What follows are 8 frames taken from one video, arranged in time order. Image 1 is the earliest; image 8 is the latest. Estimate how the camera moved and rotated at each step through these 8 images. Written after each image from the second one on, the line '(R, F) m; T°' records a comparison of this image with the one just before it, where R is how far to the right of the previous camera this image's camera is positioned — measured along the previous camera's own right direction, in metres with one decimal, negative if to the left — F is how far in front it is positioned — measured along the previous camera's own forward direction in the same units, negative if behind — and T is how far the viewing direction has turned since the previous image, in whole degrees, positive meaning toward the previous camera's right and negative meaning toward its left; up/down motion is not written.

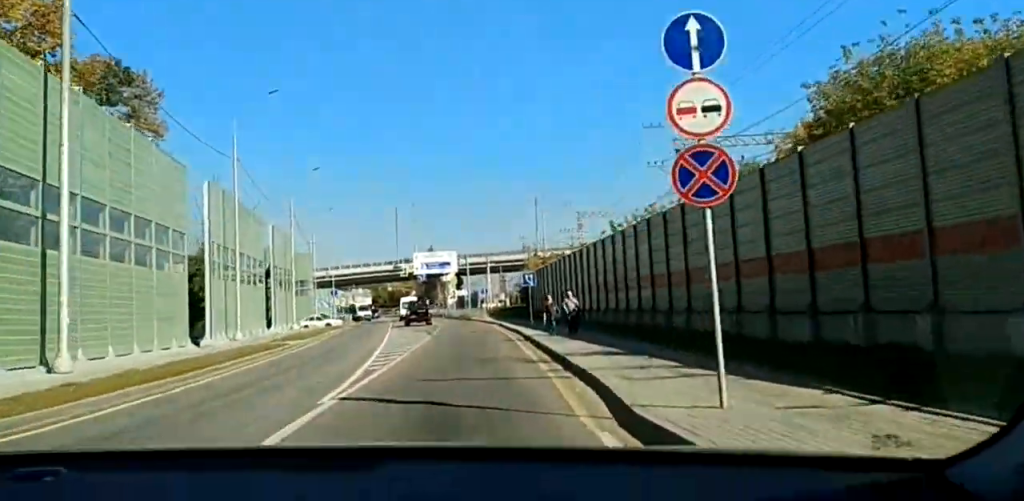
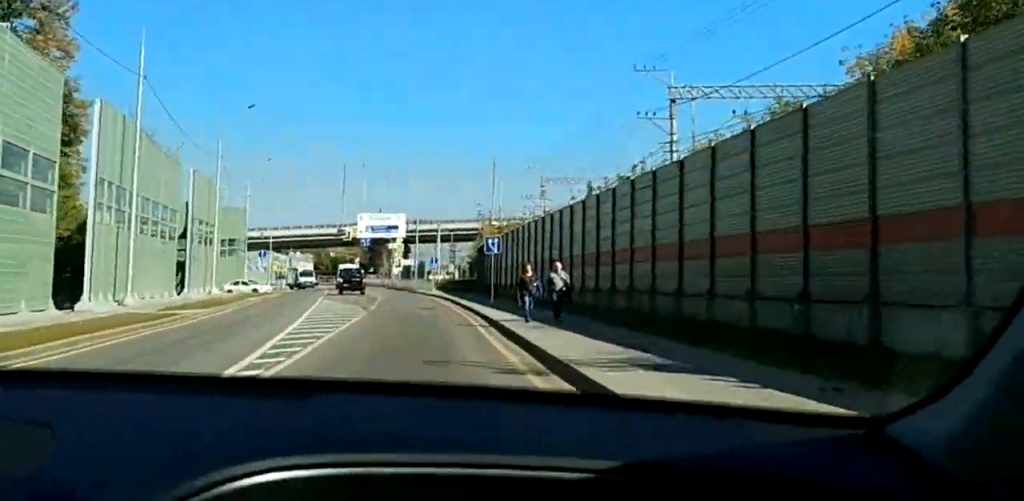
(-0.1, +9.2) m; -1°
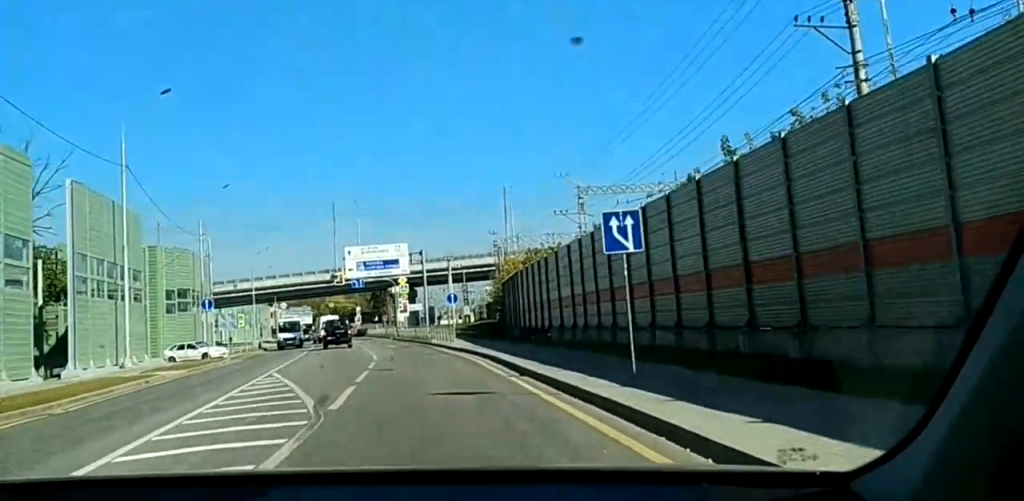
(-0.3, +24.0) m; -1°
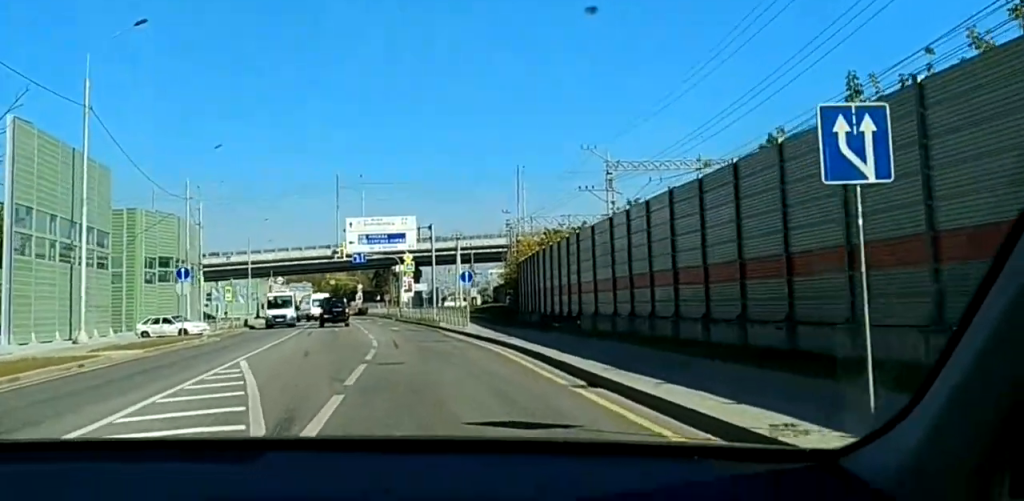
(-0.2, +8.4) m; -1°
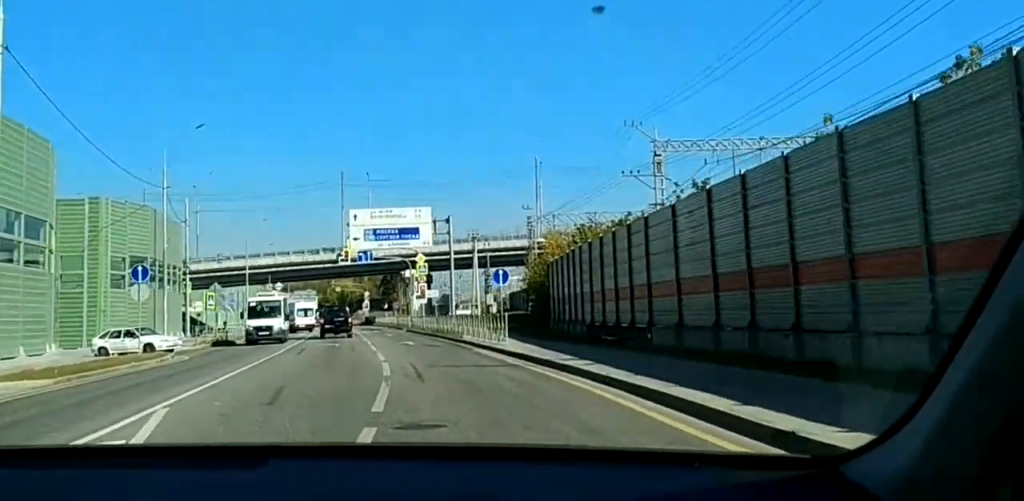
(-0.2, +11.7) m; 0°
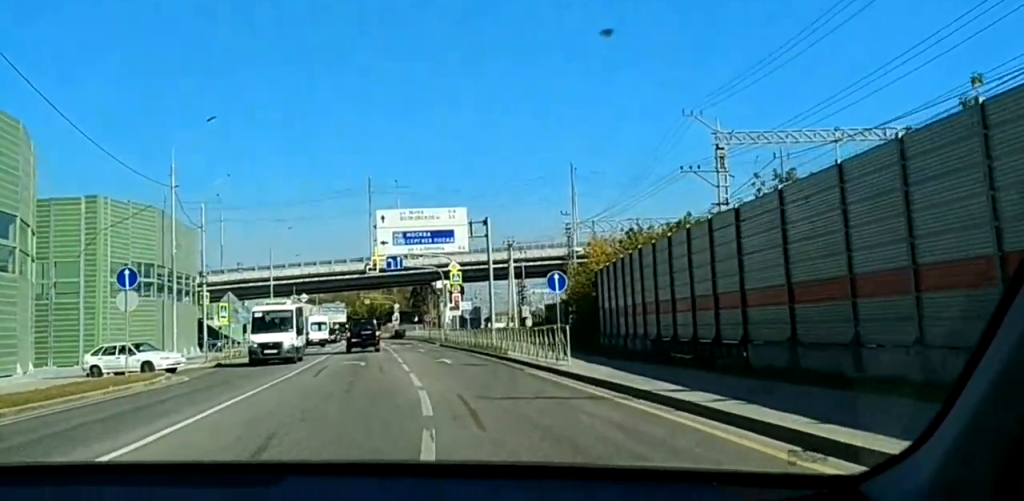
(-0.1, +7.2) m; +1°
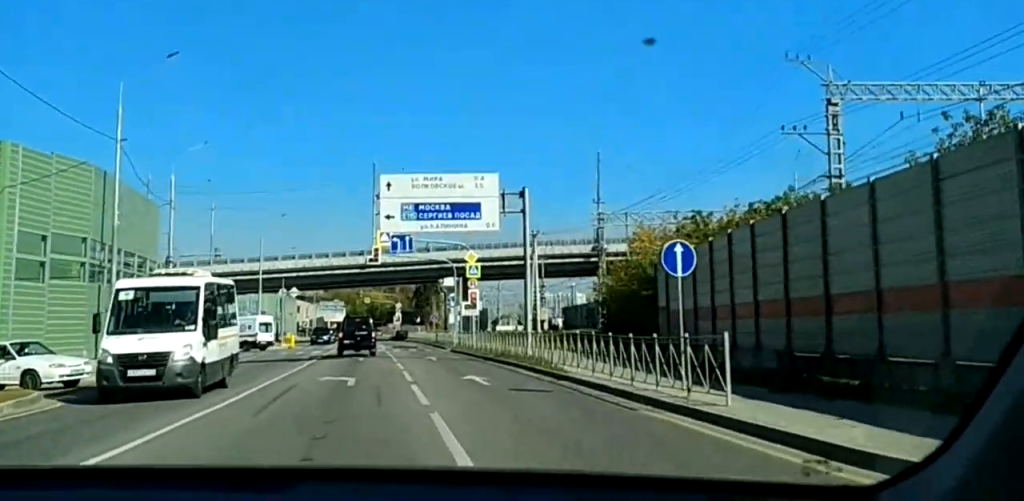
(+0.5, +14.4) m; +1°
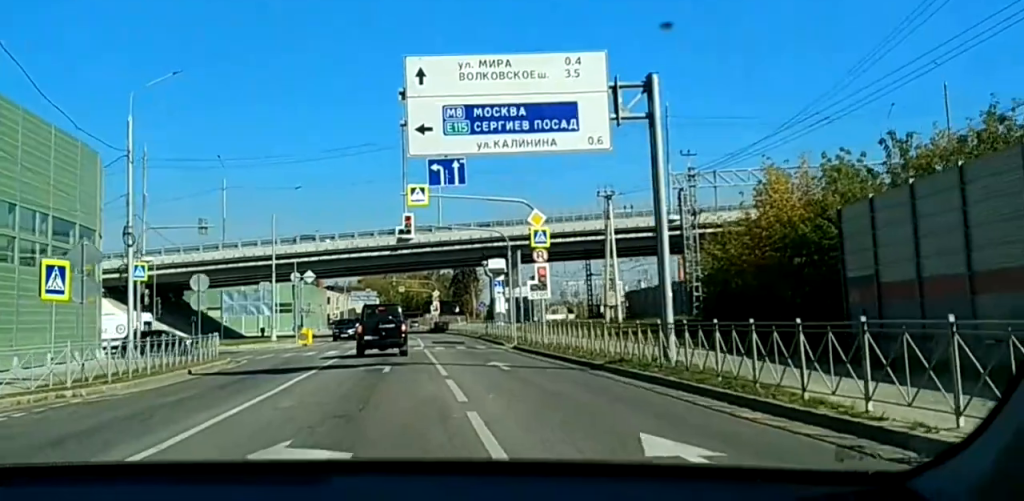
(-0.2, +18.7) m; +1°
